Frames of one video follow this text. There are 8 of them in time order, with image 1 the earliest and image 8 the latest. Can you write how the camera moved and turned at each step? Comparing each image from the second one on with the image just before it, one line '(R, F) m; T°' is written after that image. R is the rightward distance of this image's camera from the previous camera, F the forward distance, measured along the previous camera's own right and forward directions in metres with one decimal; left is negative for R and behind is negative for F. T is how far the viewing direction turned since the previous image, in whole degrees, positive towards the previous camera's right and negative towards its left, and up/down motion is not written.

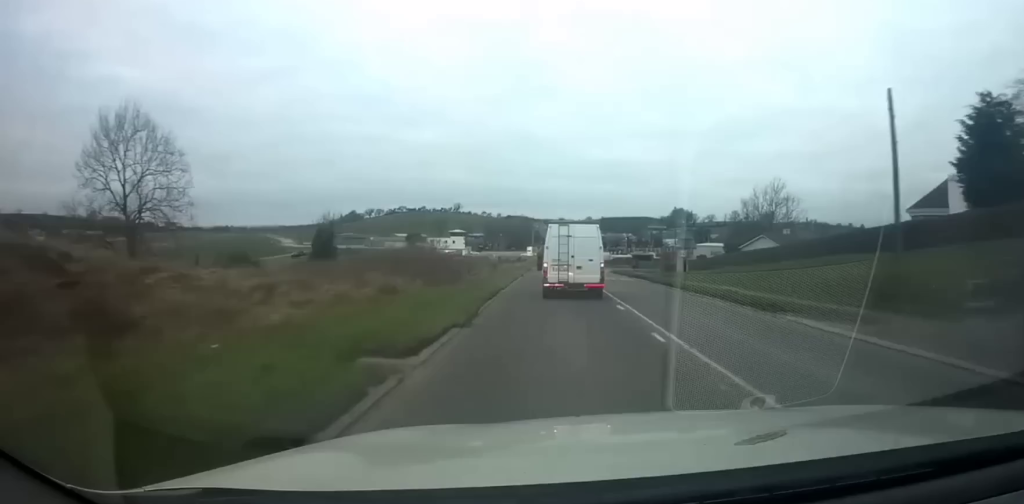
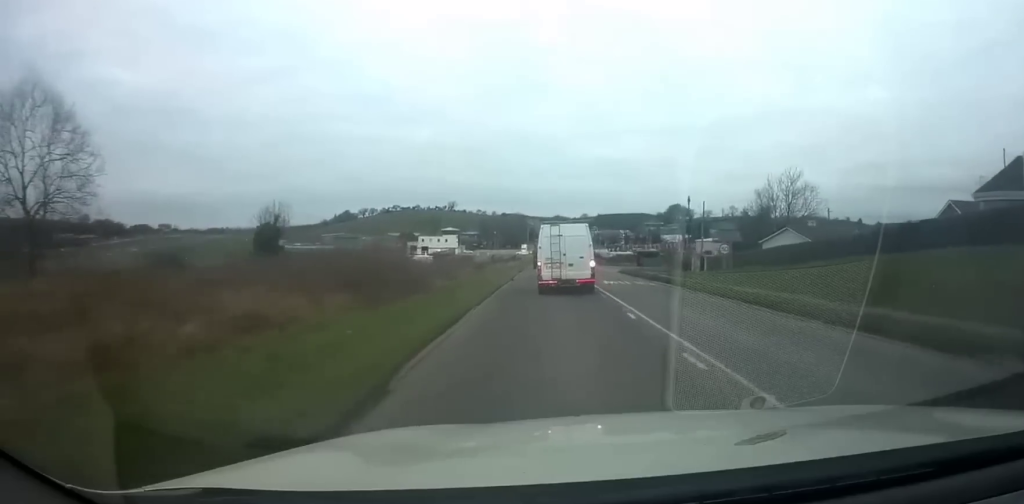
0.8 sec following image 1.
(+0.1, +8.1) m; +1°
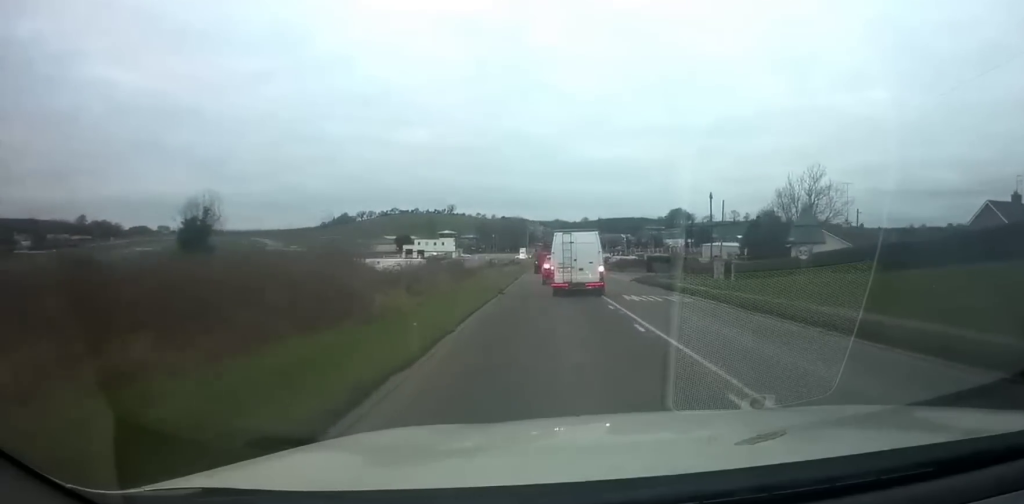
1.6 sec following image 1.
(+0.1, +7.5) m; 0°
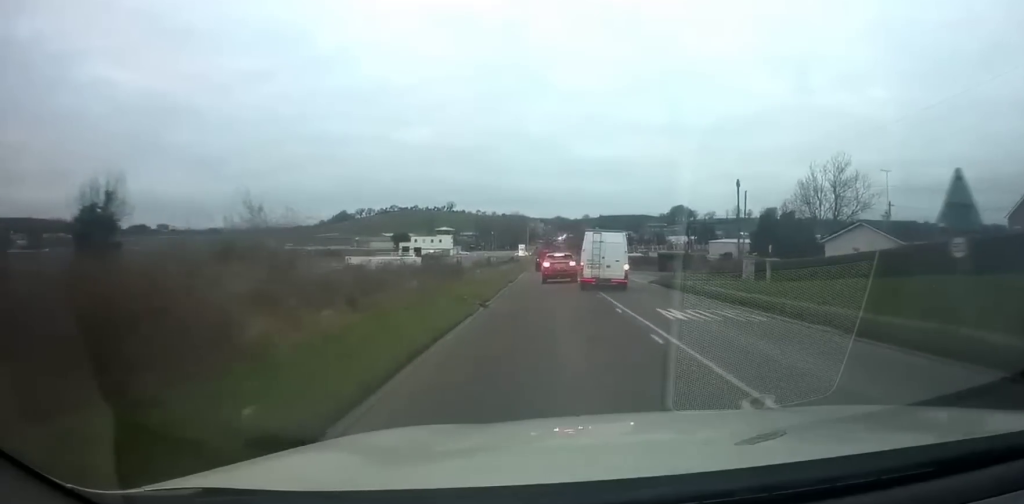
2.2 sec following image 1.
(0.0, +6.9) m; -1°
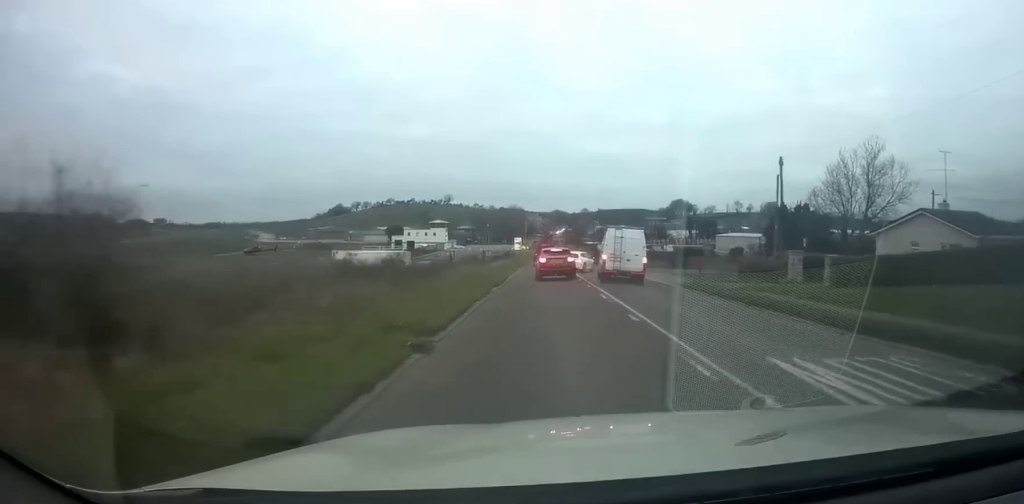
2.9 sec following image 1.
(-0.1, +8.5) m; 0°
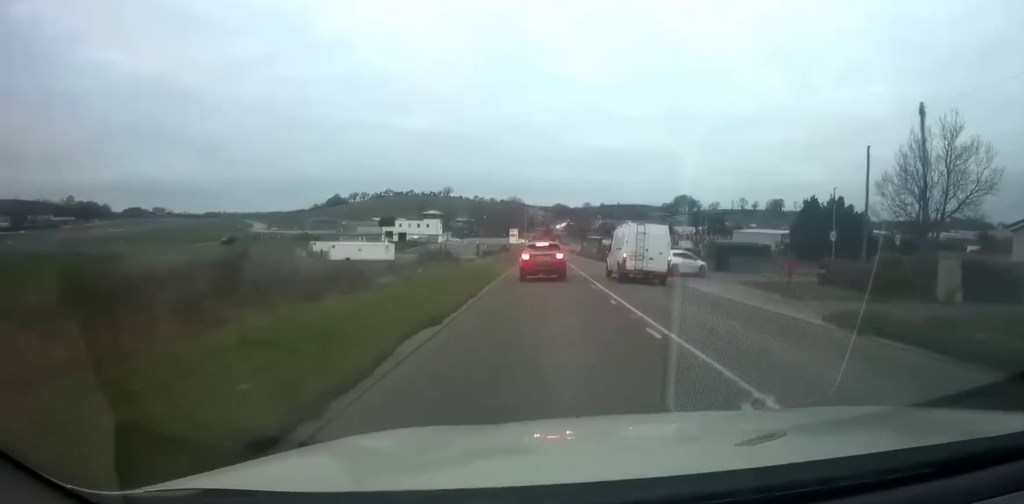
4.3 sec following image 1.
(0.0, +16.1) m; 0°
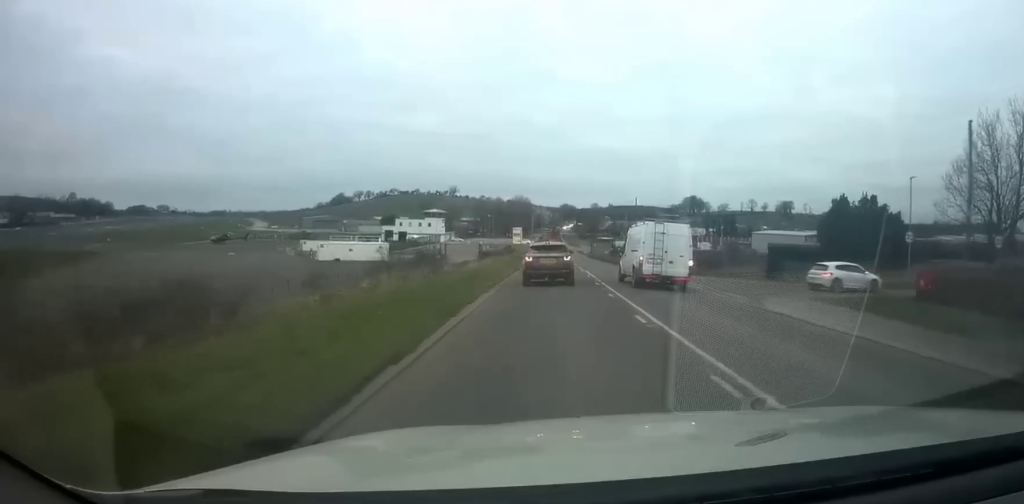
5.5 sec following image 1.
(-0.1, +11.8) m; -1°
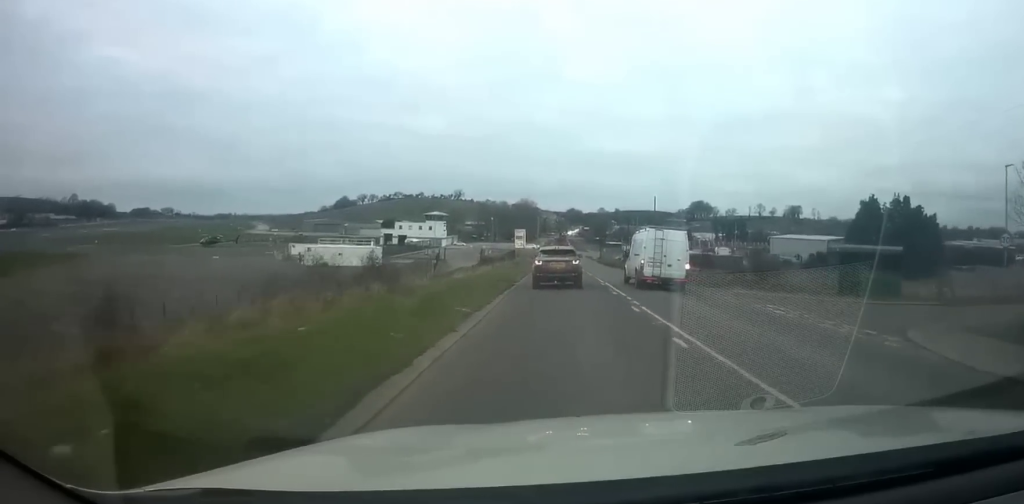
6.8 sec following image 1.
(0.0, +10.3) m; +1°
